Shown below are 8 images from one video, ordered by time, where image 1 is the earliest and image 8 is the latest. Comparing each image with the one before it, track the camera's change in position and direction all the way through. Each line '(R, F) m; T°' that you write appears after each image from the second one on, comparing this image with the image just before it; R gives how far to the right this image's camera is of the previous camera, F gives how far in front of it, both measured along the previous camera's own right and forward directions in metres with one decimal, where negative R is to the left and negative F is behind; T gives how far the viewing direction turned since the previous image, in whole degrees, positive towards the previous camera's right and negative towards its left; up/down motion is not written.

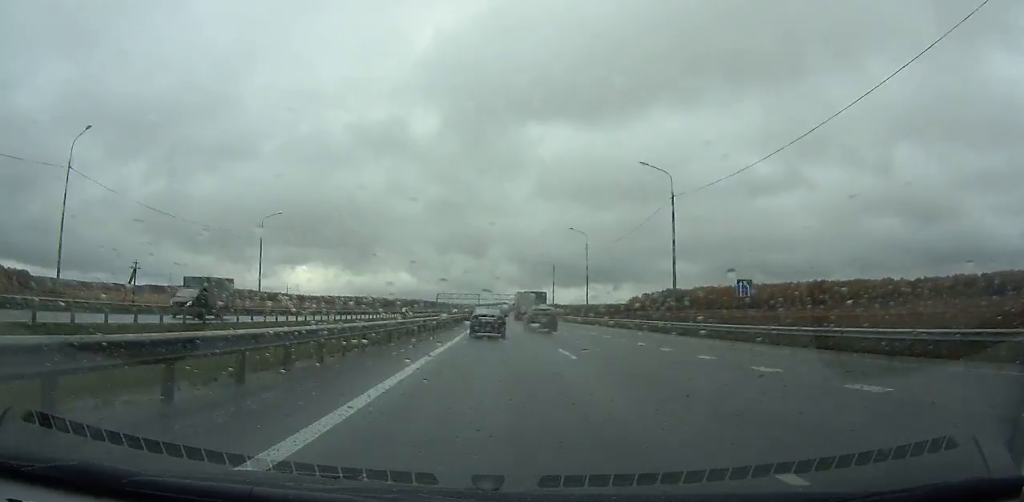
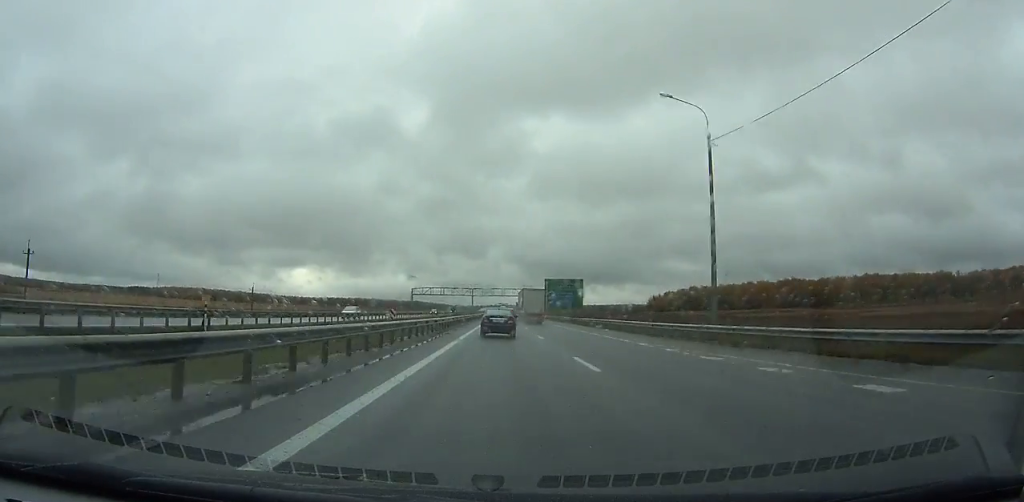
(0.0, +83.5) m; 0°
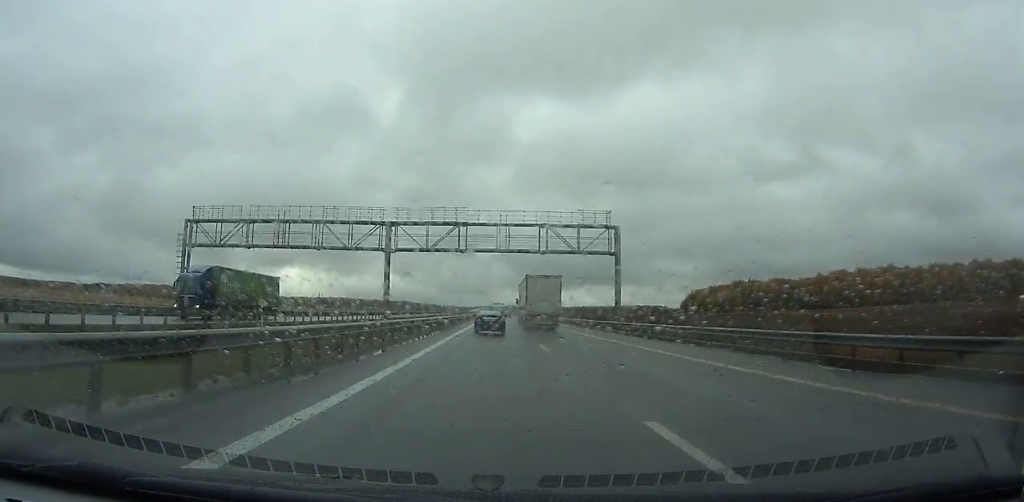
(+0.5, +136.2) m; 0°
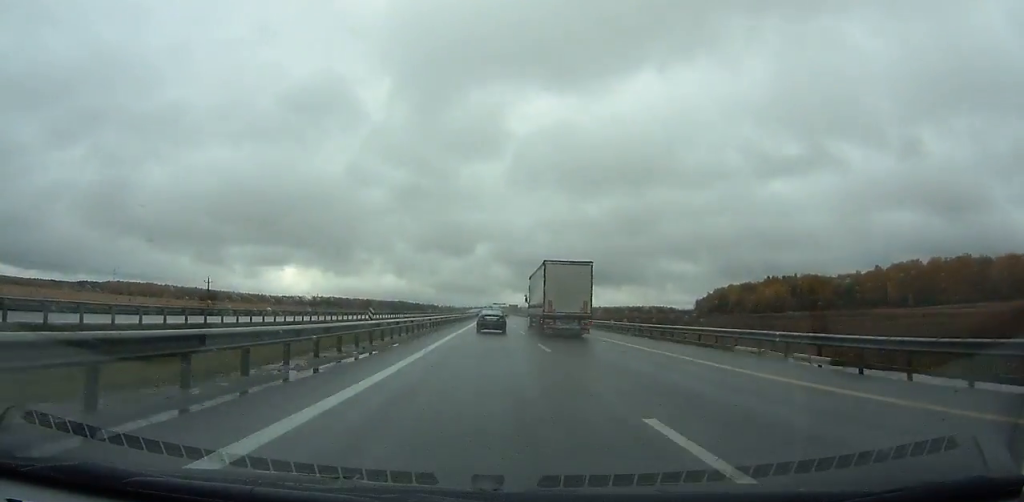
(-0.1, +63.5) m; 0°
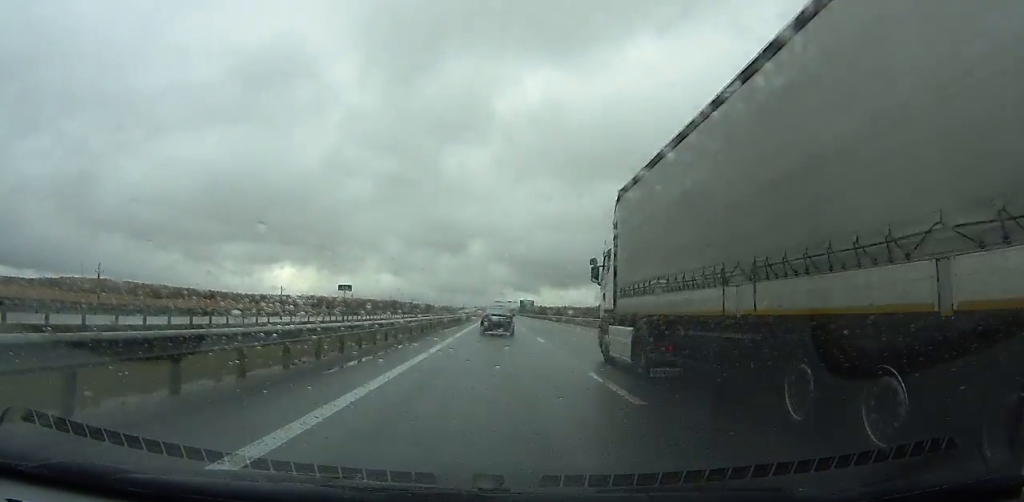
(-0.5, +152.1) m; 0°
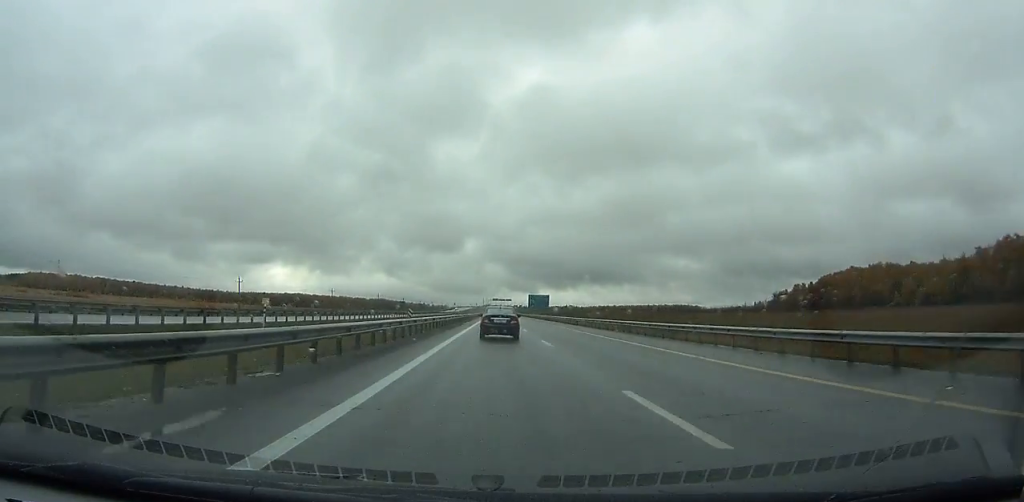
(-0.1, +82.2) m; 0°
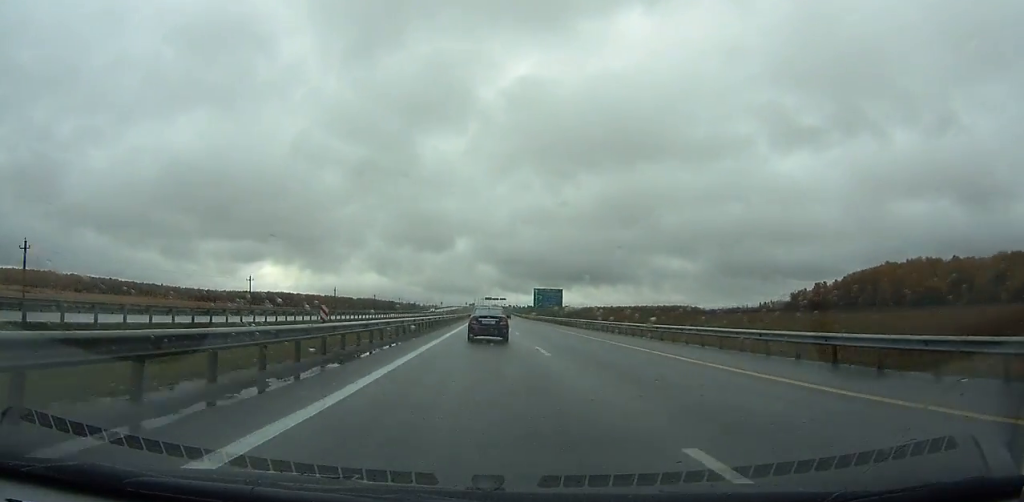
(+0.3, +53.0) m; 0°
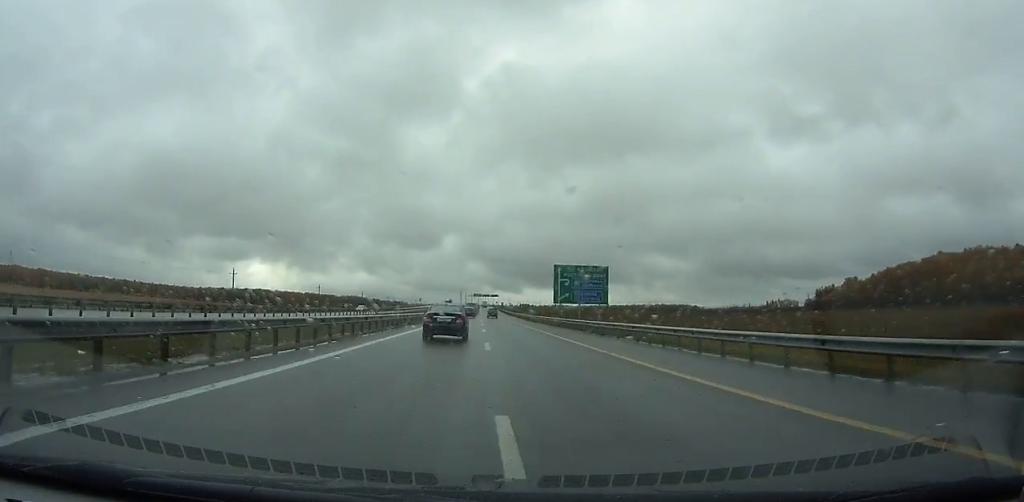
(+0.3, +61.9) m; 0°
